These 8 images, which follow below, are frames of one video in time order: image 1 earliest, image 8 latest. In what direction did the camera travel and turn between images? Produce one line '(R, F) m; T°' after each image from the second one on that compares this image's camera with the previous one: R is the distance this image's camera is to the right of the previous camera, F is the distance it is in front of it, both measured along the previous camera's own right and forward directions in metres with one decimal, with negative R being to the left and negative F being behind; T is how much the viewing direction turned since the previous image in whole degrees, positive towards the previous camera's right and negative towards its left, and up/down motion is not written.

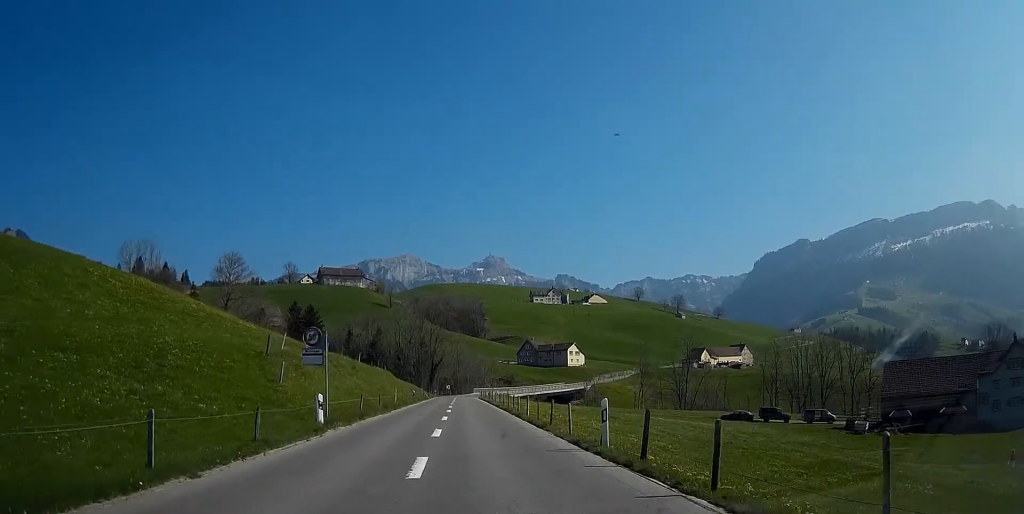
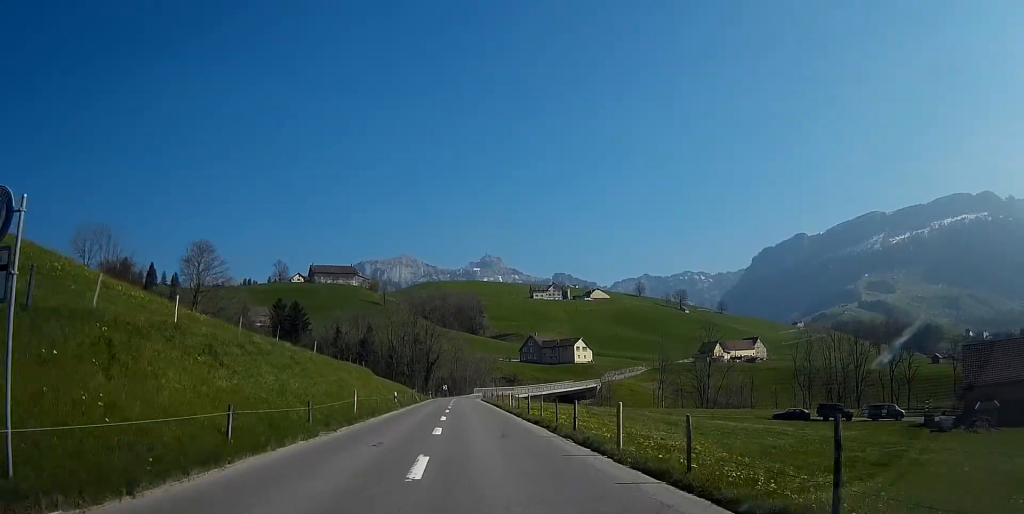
(-0.1, +17.9) m; 0°
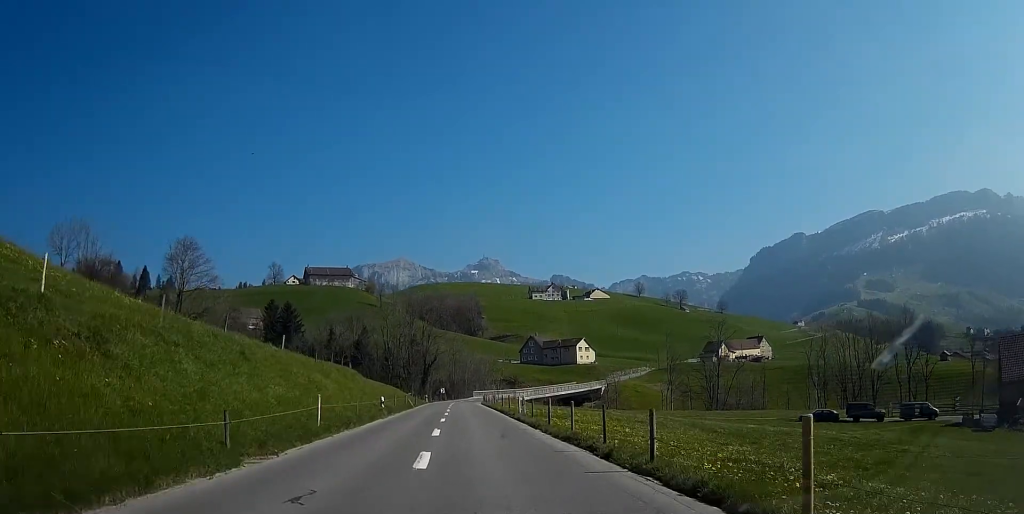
(0.0, +7.4) m; 0°
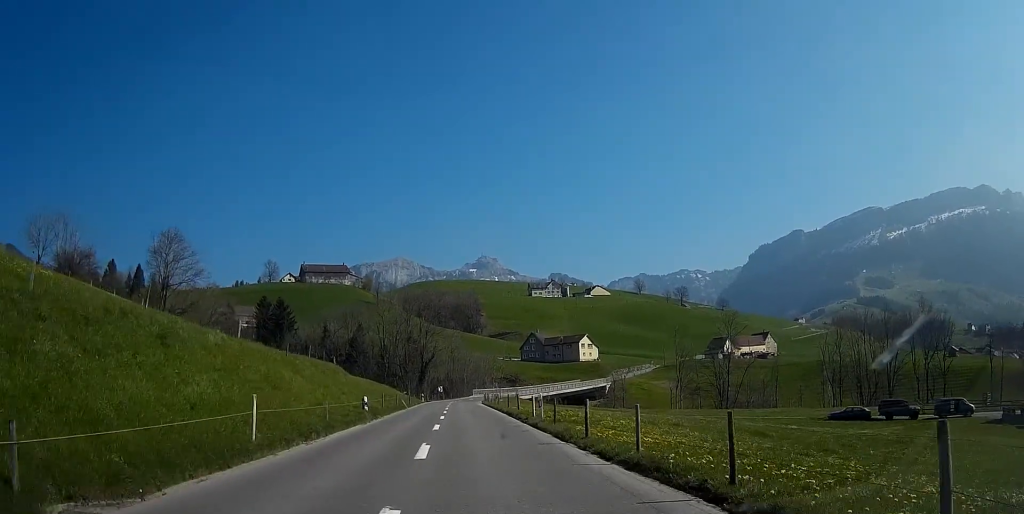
(+0.1, +7.0) m; 0°
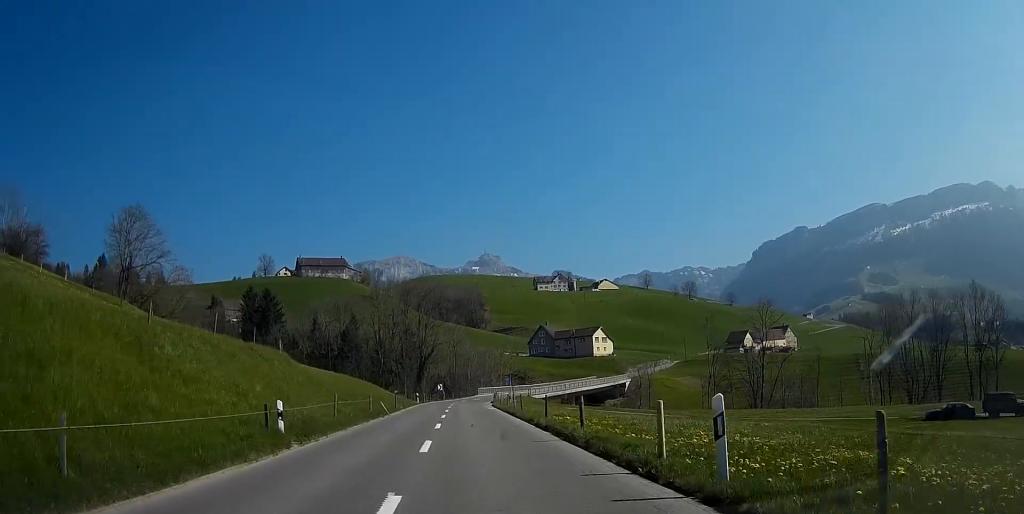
(-0.1, +16.9) m; -1°
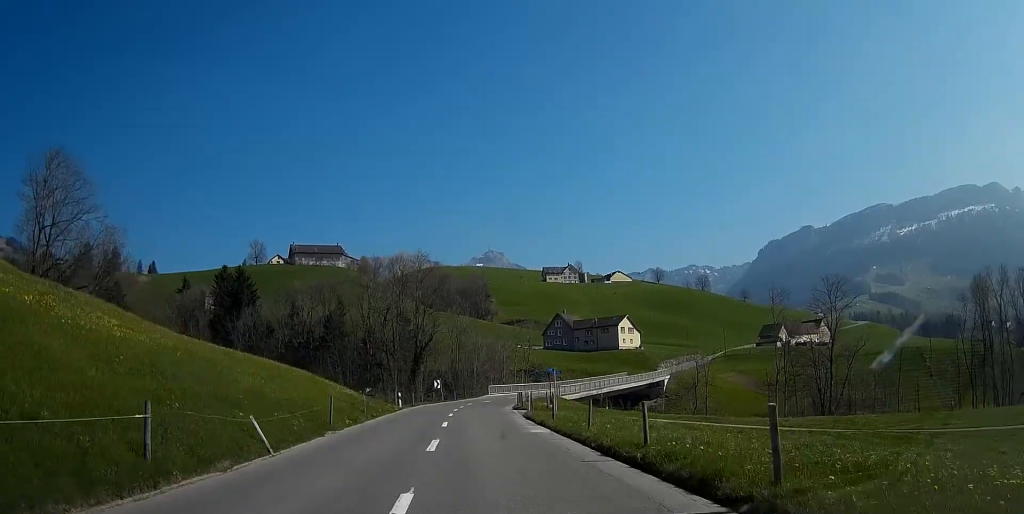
(-0.1, +26.1) m; 0°
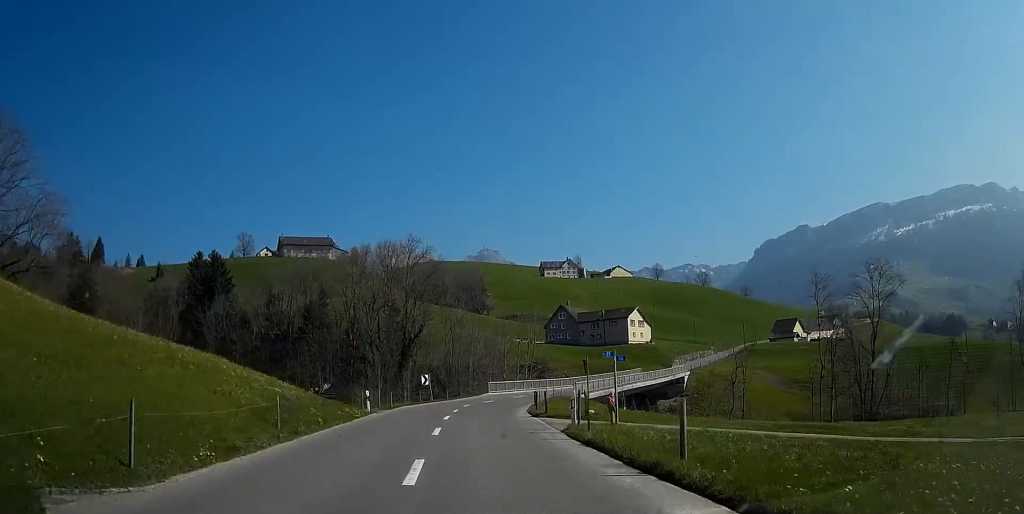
(+0.1, +14.4) m; +1°
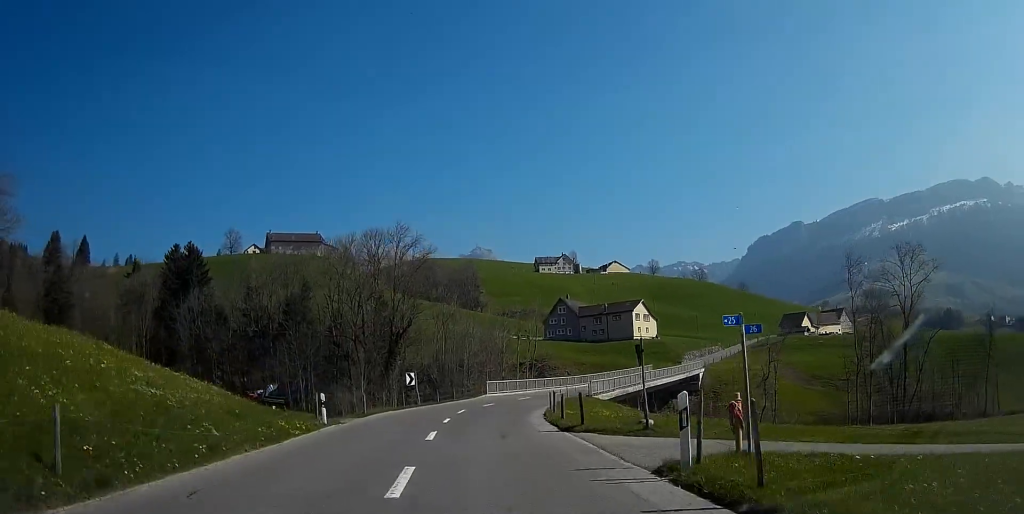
(0.0, +9.9) m; +1°
